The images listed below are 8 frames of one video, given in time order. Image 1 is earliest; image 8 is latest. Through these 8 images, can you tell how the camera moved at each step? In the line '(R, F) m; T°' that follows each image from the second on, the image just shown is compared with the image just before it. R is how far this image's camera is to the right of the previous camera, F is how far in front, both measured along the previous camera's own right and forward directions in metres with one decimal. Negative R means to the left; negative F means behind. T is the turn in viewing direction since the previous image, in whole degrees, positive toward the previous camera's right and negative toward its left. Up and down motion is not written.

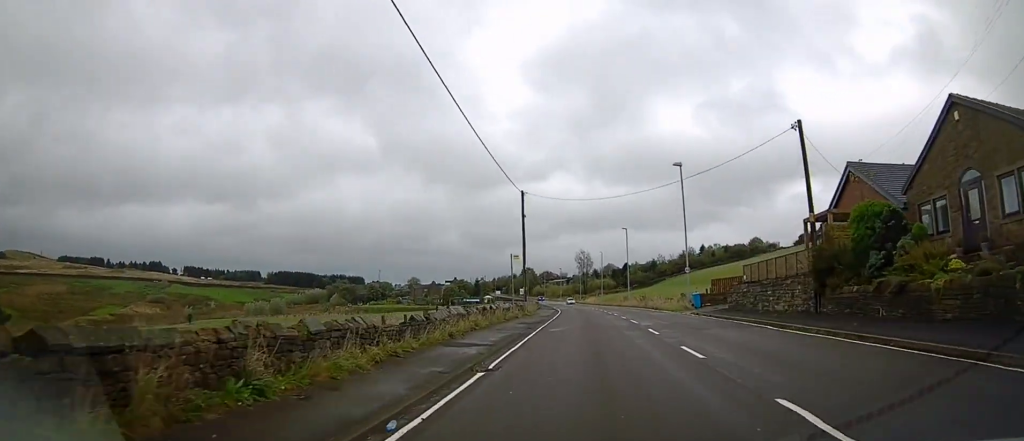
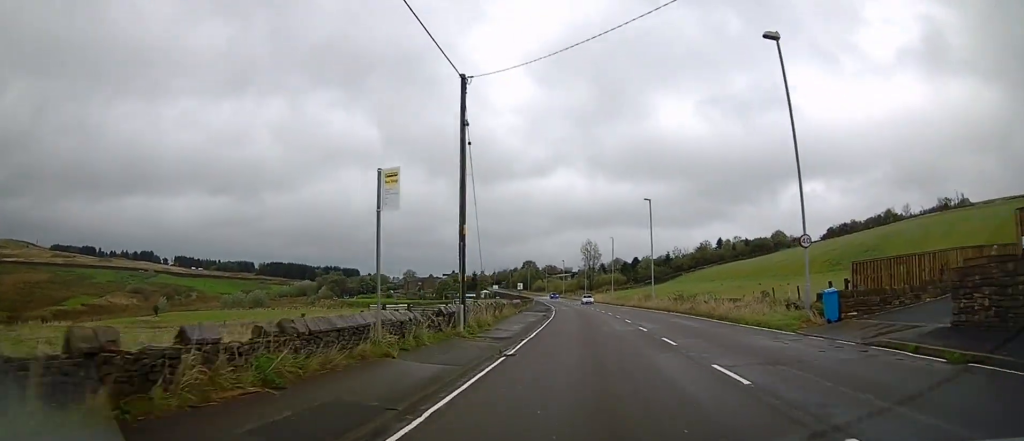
(-0.2, +20.6) m; -1°
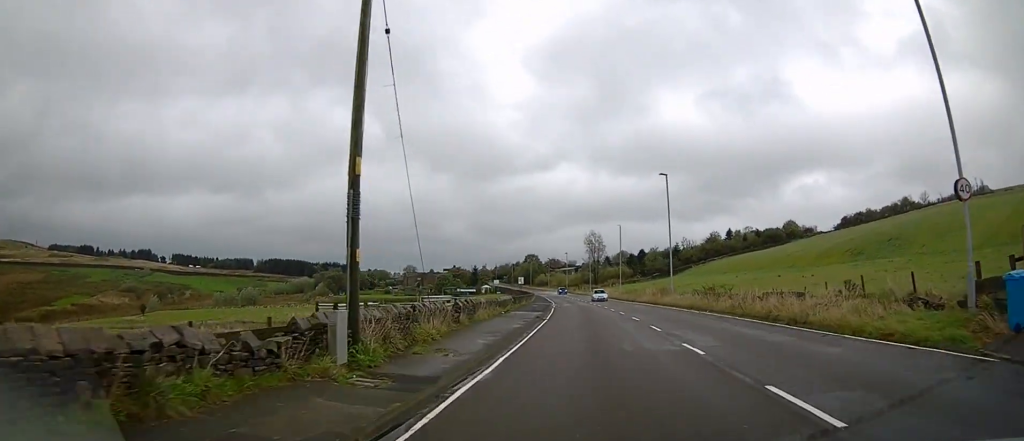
(0.0, +8.7) m; 0°
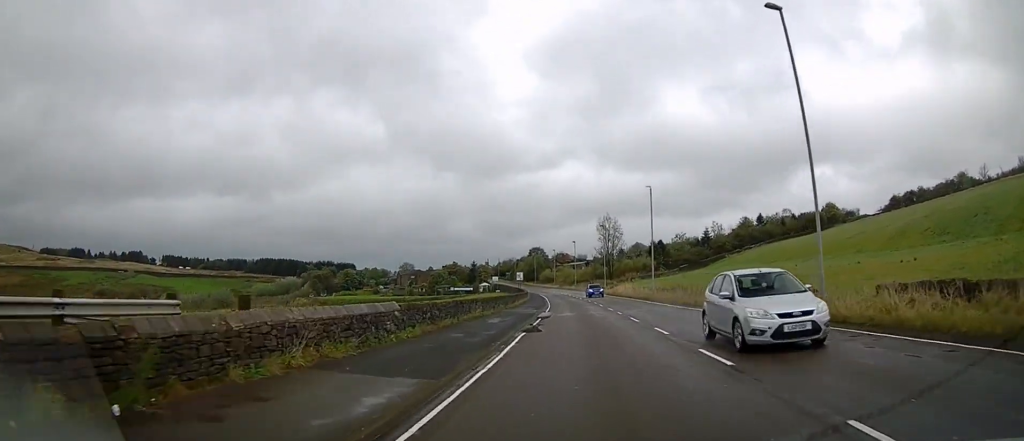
(+0.2, +26.4) m; -1°
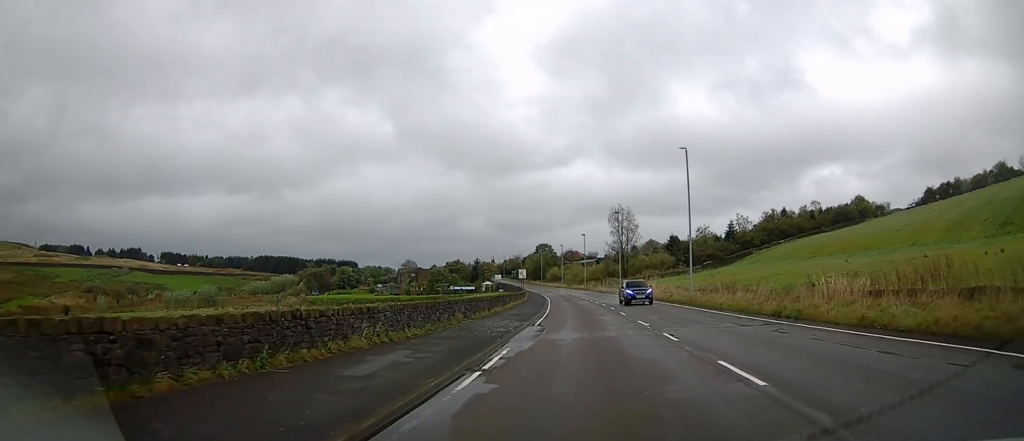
(-0.3, +14.2) m; -1°
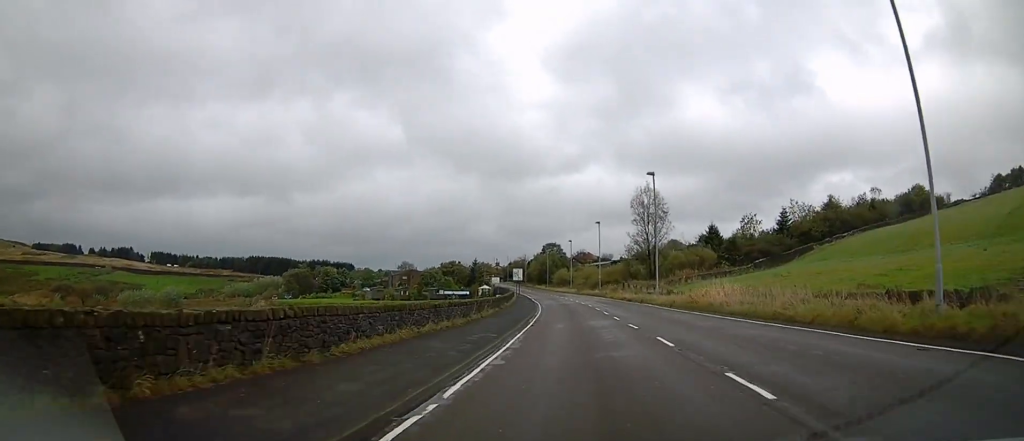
(-0.3, +25.8) m; -1°
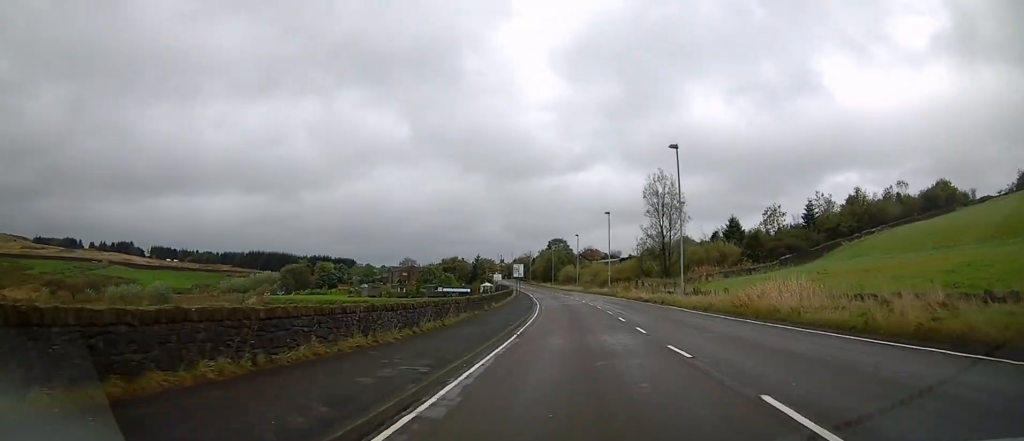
(0.0, +8.1) m; -1°
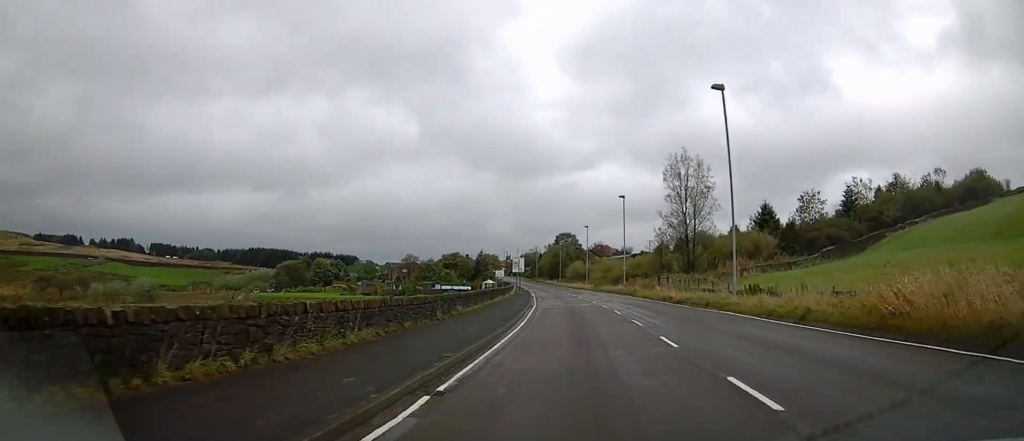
(-0.1, +10.6) m; -1°
